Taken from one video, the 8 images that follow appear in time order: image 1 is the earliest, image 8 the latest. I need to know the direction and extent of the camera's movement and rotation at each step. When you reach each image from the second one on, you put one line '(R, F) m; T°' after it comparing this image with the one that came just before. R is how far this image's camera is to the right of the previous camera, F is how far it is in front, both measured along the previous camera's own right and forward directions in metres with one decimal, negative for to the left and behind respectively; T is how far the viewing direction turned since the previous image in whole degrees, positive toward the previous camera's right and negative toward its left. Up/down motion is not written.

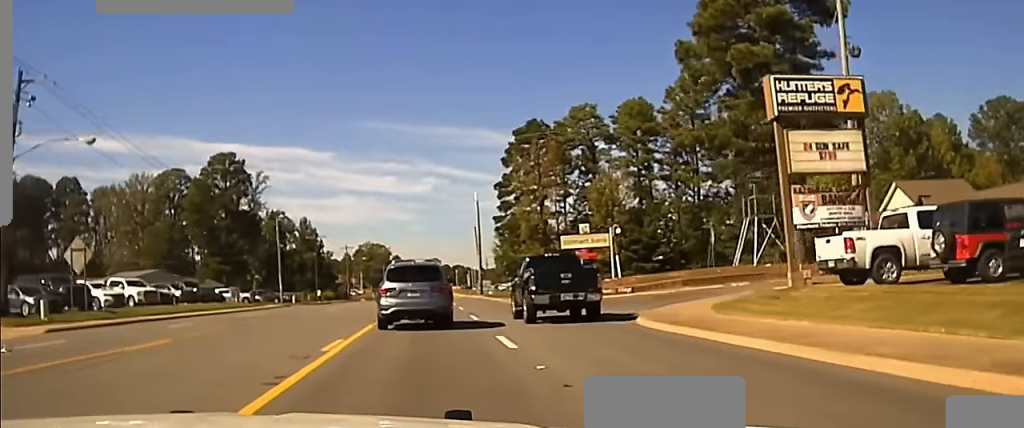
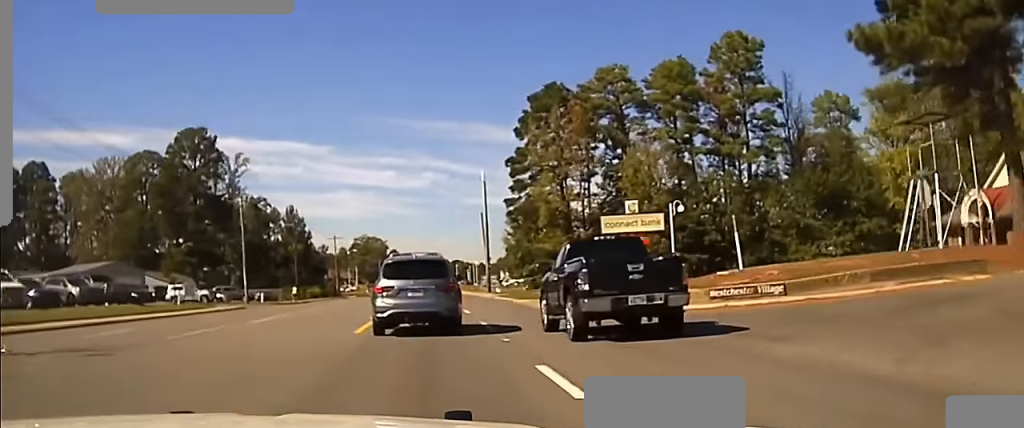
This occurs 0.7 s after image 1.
(+0.1, +18.4) m; +1°
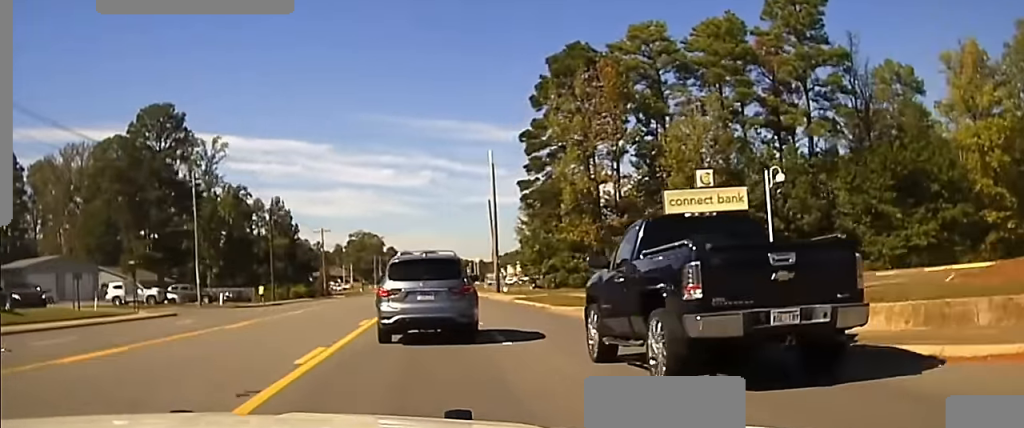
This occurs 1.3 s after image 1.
(+0.3, +15.8) m; 0°
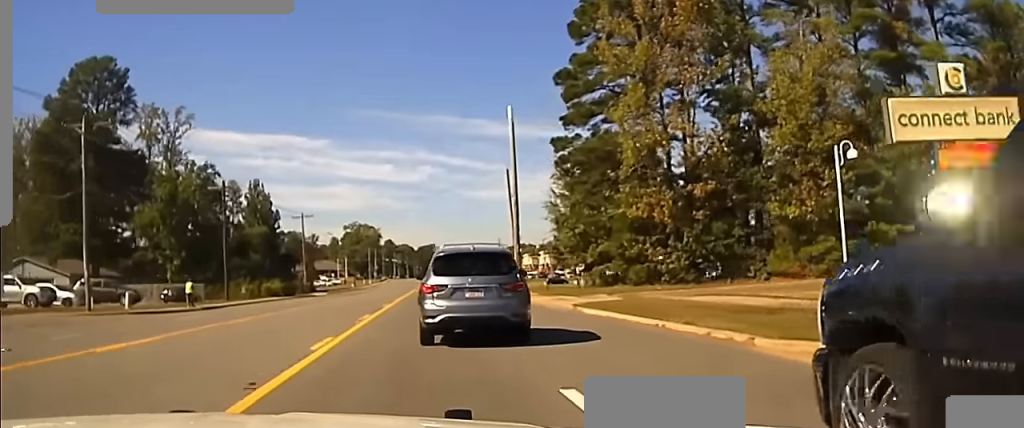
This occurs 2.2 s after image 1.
(-0.2, +19.7) m; -1°
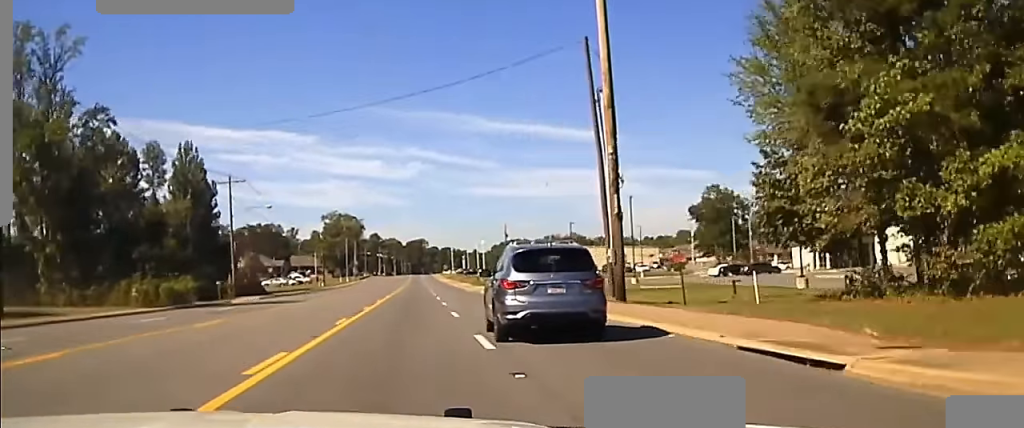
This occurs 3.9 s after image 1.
(+0.1, +36.0) m; +1°
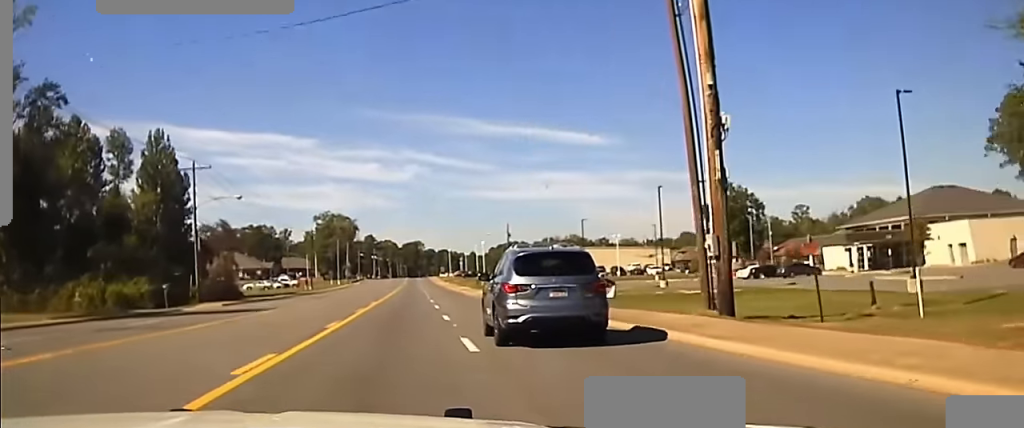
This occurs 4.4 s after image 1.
(0.0, +11.2) m; 0°
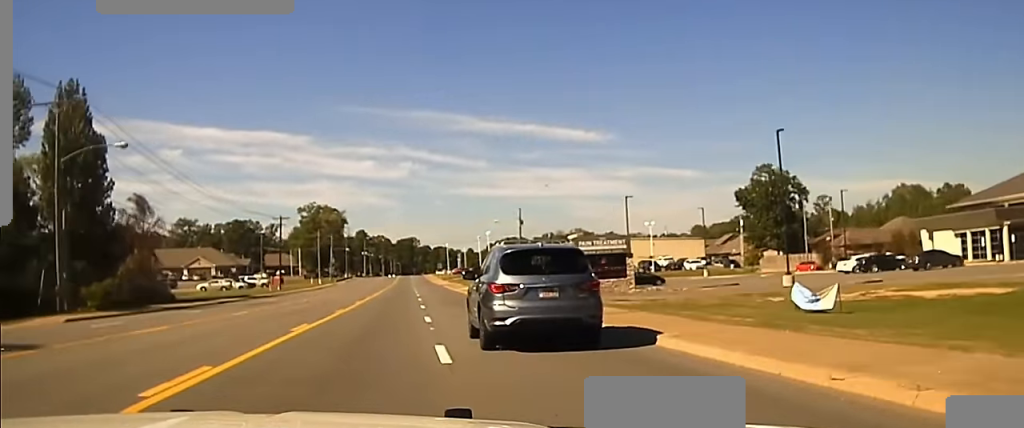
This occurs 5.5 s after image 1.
(+0.1, +29.6) m; 0°
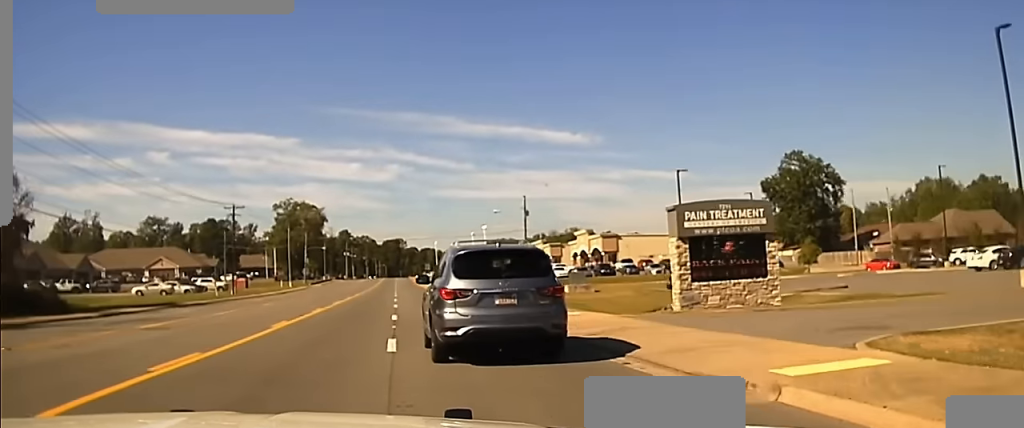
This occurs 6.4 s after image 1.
(0.0, +23.9) m; 0°
